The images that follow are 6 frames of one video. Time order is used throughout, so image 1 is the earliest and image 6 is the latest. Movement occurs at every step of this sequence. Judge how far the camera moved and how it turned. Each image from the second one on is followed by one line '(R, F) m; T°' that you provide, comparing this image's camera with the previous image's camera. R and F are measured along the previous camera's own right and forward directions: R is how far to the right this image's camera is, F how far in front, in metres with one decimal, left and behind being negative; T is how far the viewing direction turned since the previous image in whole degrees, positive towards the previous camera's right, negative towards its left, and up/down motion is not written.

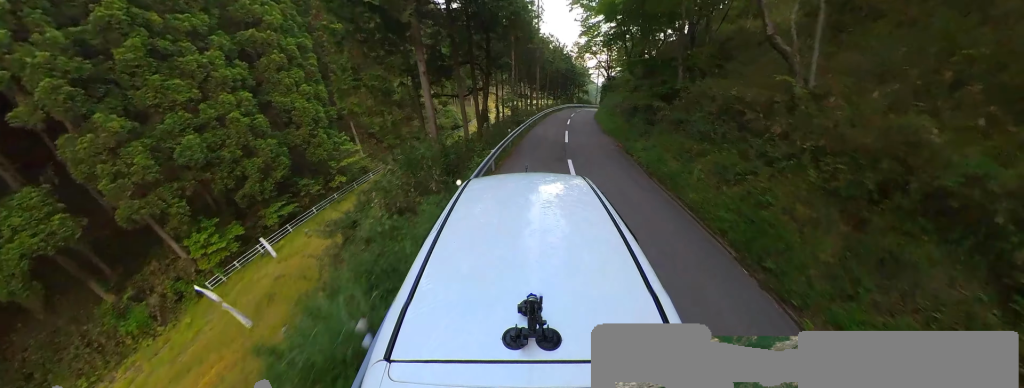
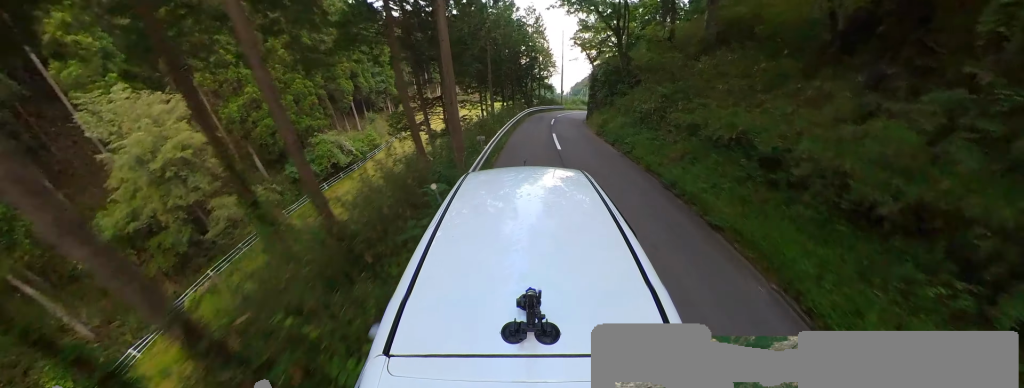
(+3.4, +24.2) m; +8°
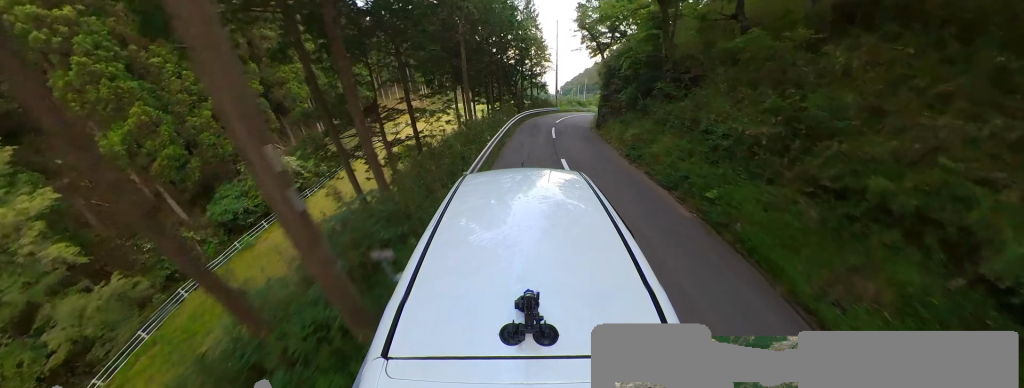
(0.0, +7.2) m; 0°
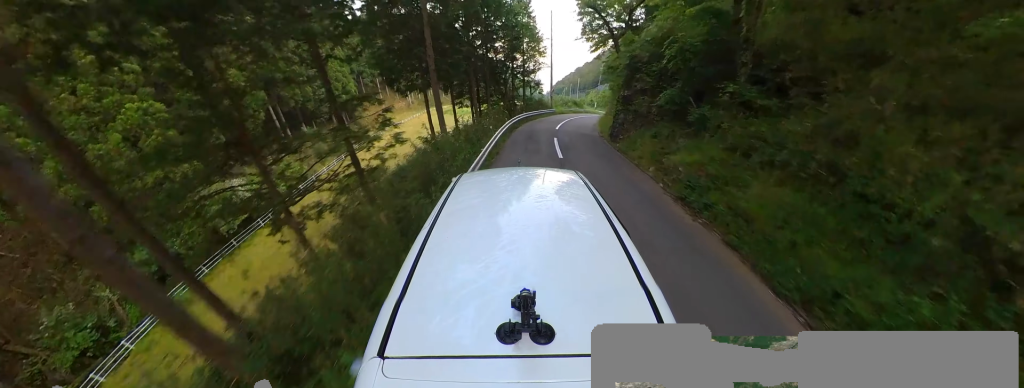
(0.0, +5.1) m; +1°
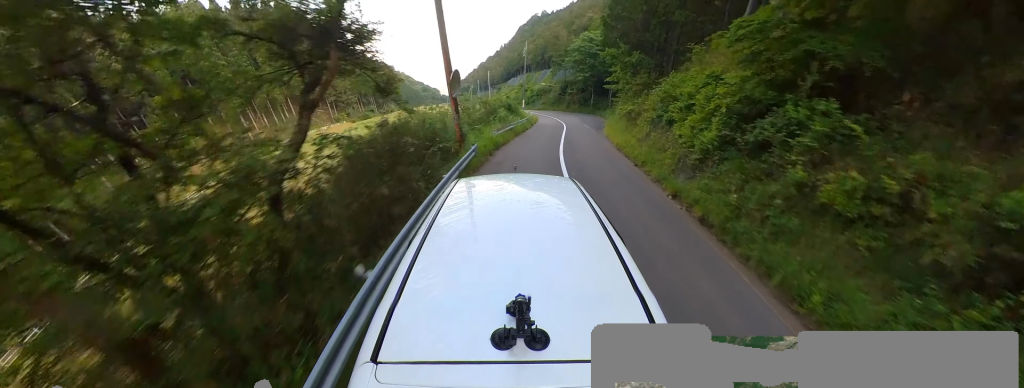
(+4.7, +29.1) m; +24°
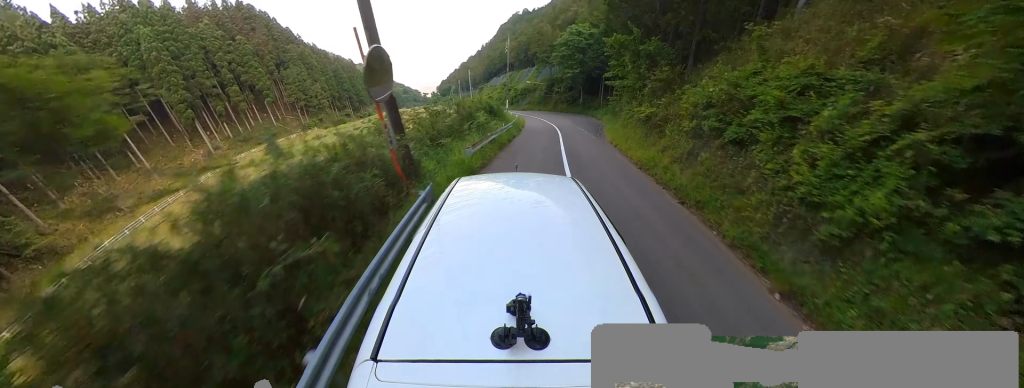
(-0.3, +5.1) m; +8°
